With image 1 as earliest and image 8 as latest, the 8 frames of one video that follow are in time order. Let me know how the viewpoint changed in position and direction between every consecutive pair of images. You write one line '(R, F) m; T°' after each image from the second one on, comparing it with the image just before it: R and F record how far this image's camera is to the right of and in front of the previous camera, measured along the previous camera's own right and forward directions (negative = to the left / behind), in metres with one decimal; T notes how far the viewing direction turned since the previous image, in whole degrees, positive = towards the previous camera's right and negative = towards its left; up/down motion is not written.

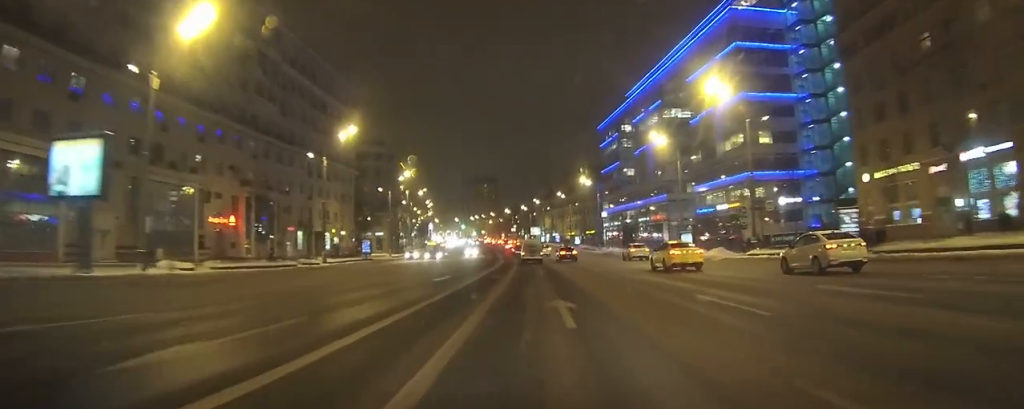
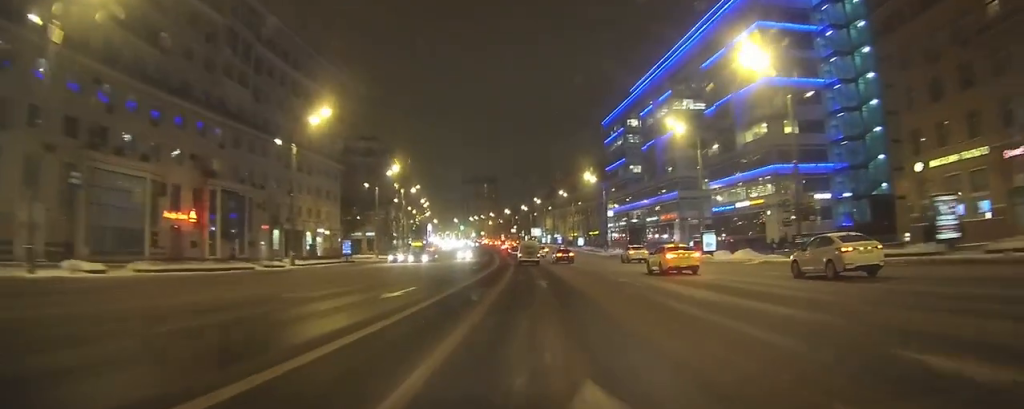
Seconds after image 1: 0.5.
(0.0, +8.3) m; 0°
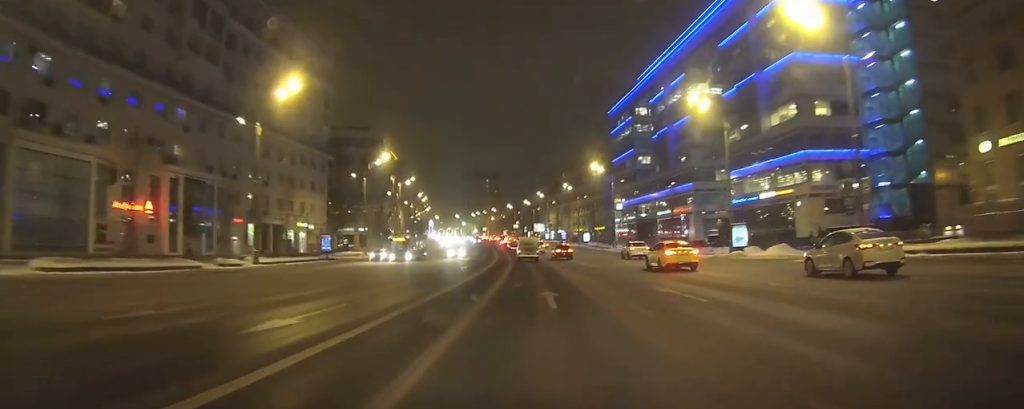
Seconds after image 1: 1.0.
(0.0, +7.9) m; 0°
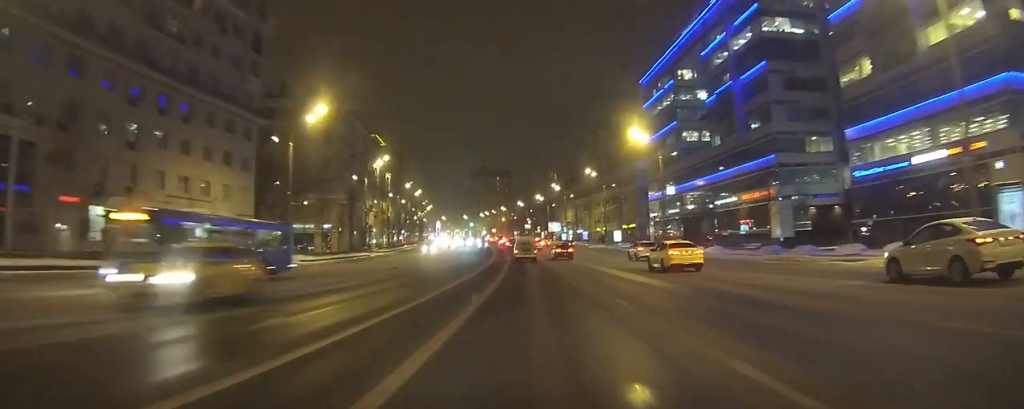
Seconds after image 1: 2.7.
(-0.6, +34.8) m; -2°
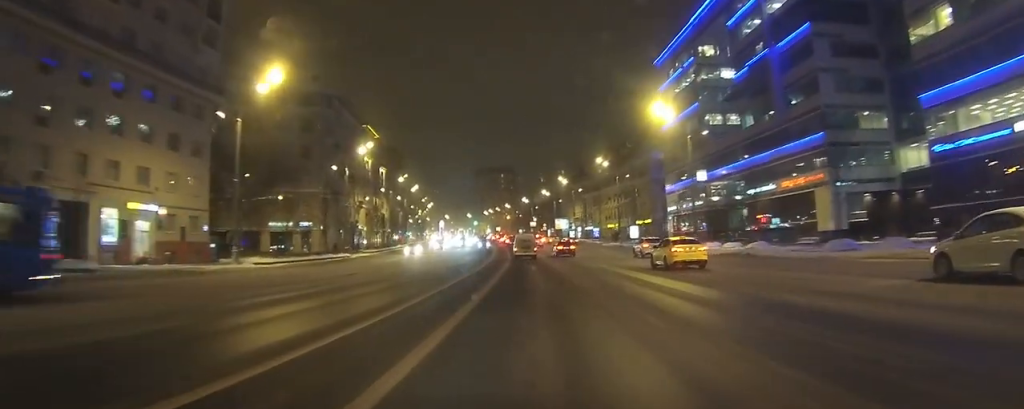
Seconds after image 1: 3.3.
(0.0, +14.4) m; 0°
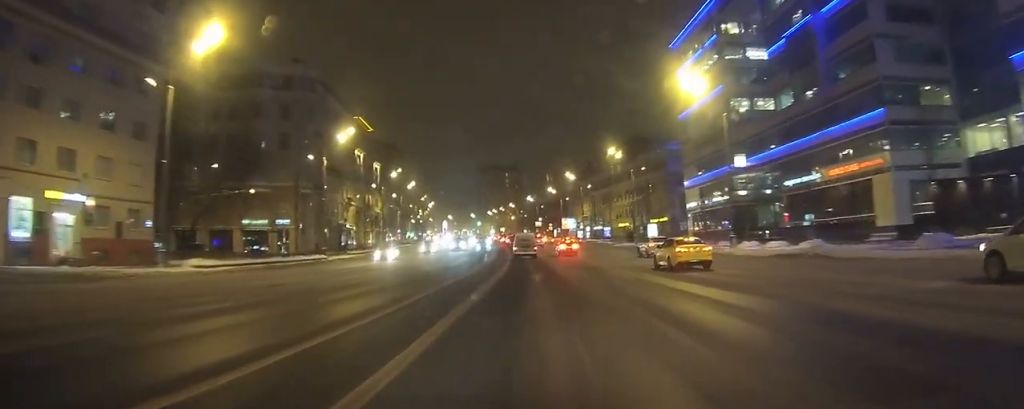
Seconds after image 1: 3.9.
(0.0, +12.3) m; -1°
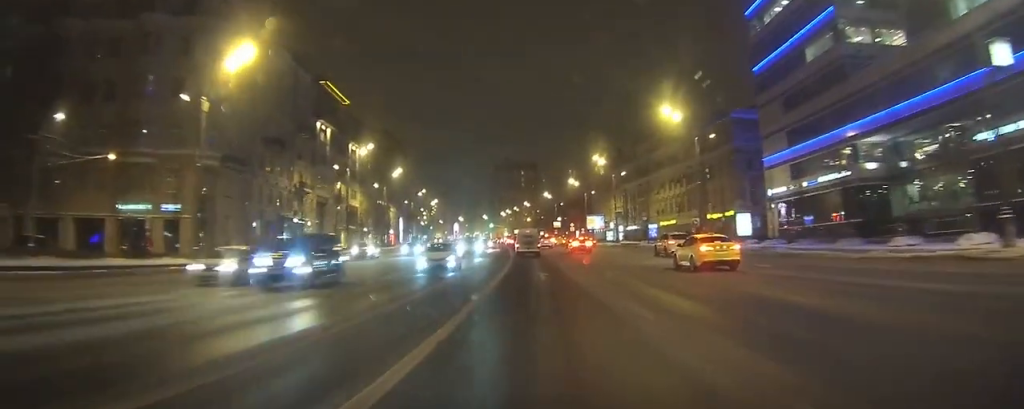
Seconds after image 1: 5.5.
(-0.7, +31.8) m; -3°
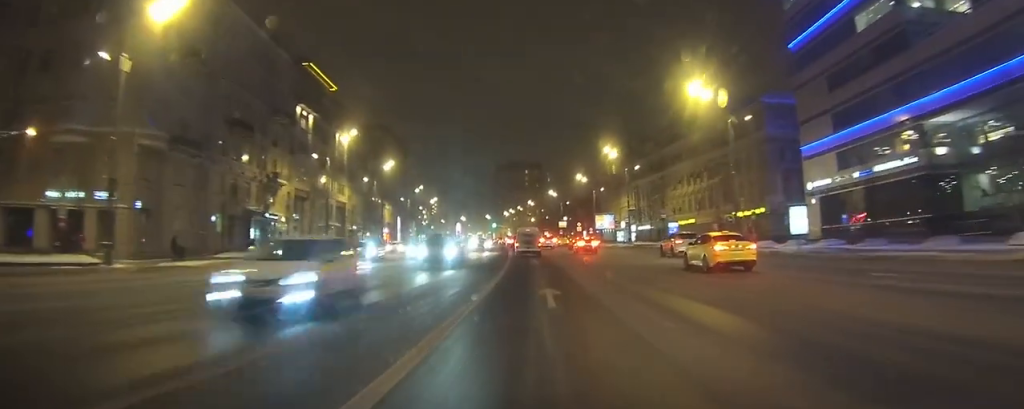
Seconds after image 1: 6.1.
(0.0, +9.3) m; -1°
